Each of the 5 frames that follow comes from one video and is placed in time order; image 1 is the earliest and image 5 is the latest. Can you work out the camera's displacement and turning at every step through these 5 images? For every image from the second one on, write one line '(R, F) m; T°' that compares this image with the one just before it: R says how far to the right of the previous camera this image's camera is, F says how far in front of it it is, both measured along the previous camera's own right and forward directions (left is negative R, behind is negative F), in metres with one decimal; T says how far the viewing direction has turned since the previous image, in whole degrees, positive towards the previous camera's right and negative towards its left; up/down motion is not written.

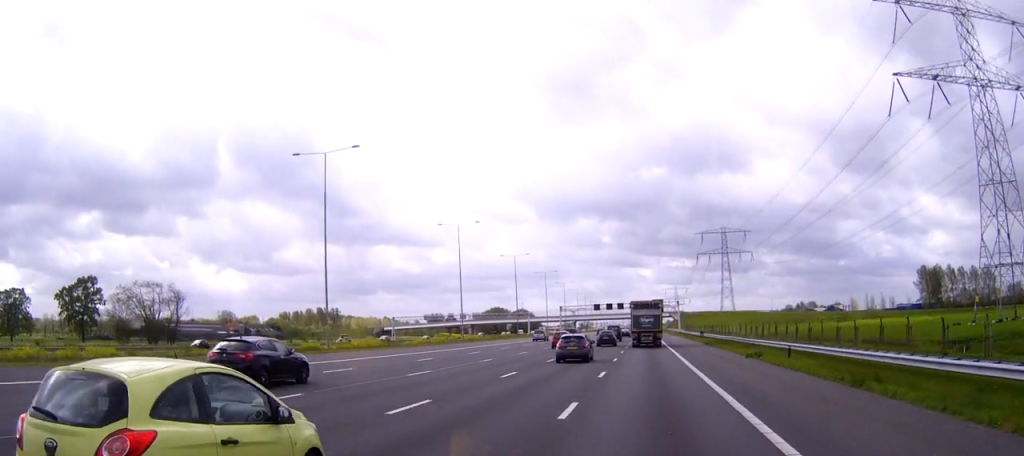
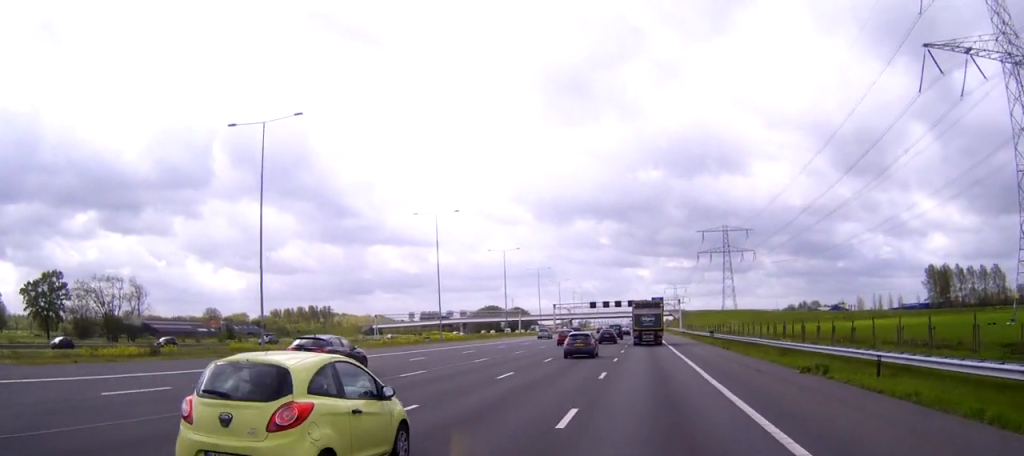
(0.0, +13.4) m; 0°
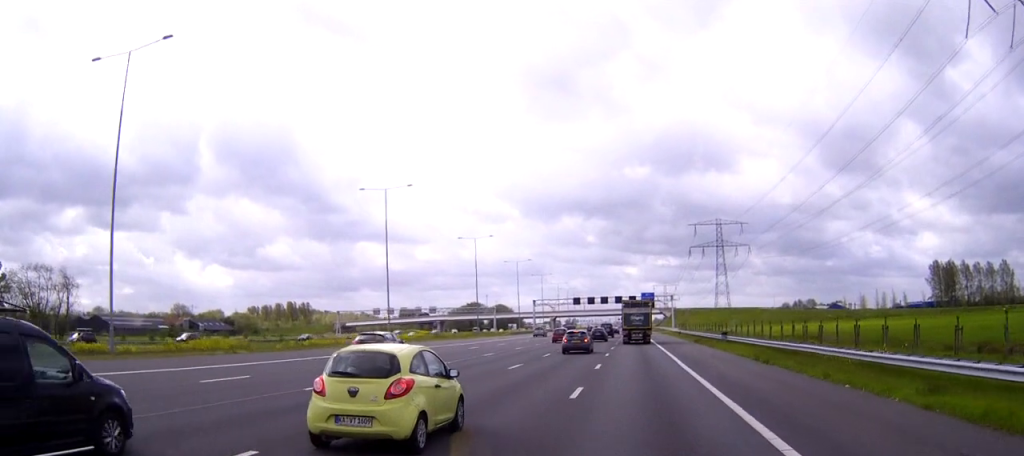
(+0.1, +18.9) m; 0°
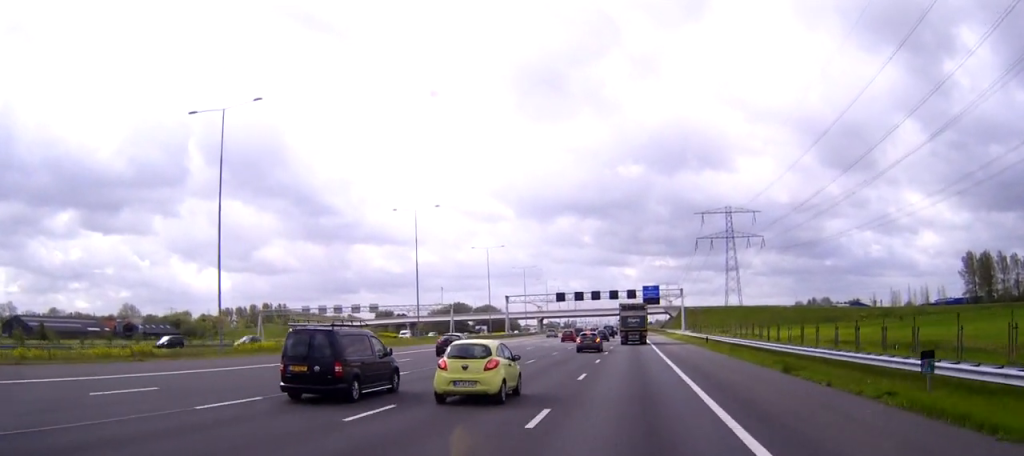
(+0.2, +40.7) m; 0°
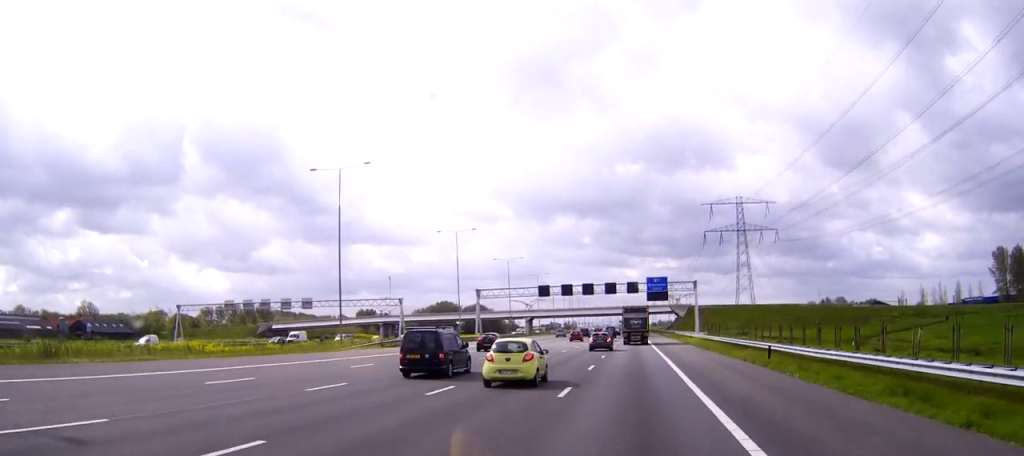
(-0.1, +30.1) m; 0°
